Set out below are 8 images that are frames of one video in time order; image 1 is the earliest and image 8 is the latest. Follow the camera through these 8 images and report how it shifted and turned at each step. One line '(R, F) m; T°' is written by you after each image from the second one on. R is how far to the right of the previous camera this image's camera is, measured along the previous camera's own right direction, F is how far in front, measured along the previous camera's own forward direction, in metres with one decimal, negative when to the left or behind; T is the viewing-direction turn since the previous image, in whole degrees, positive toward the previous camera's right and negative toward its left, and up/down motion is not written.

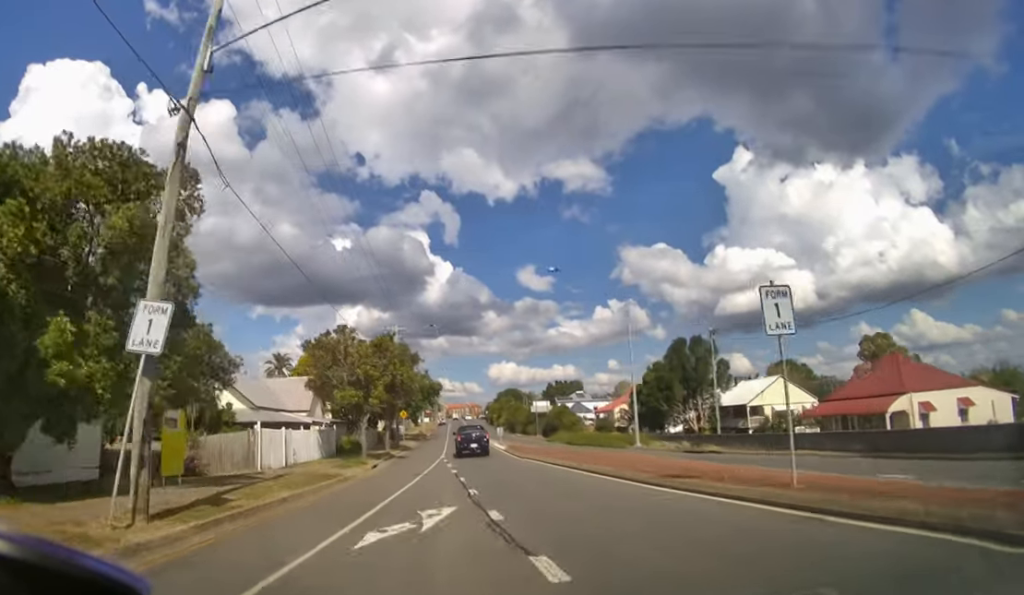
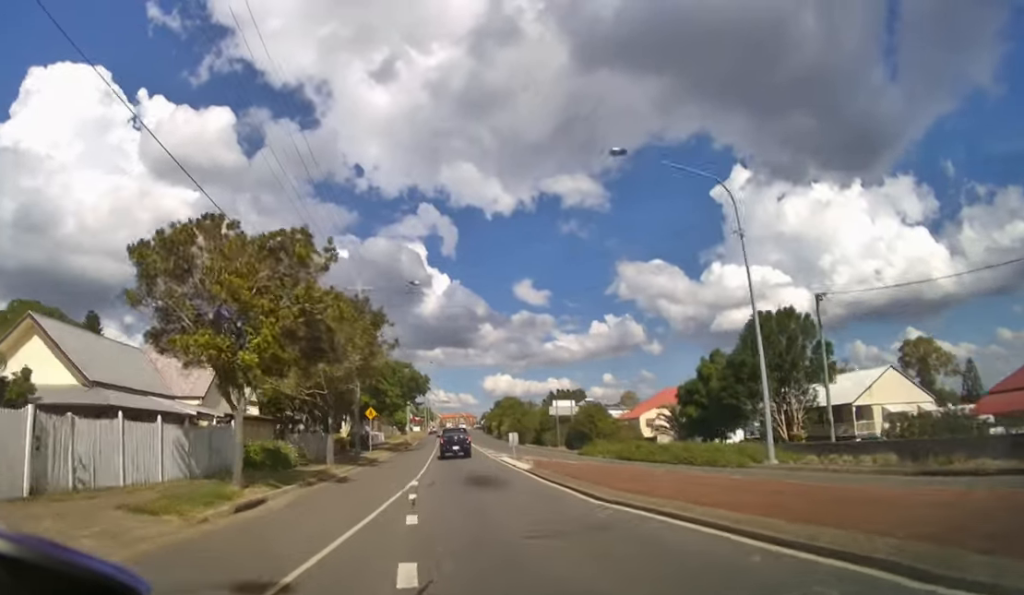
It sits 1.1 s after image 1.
(+0.1, +16.2) m; 0°
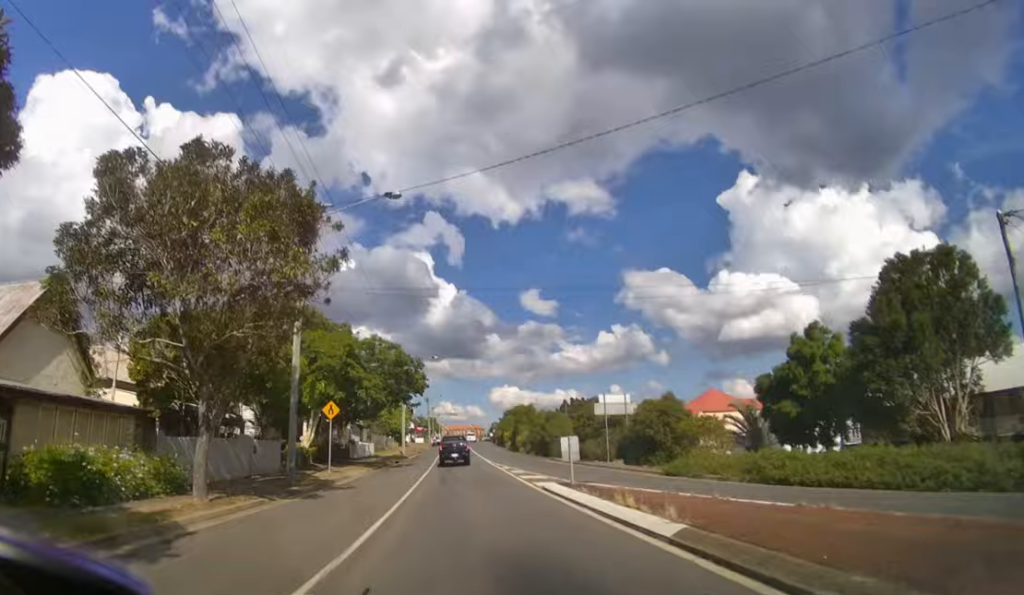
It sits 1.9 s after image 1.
(0.0, +13.0) m; 0°
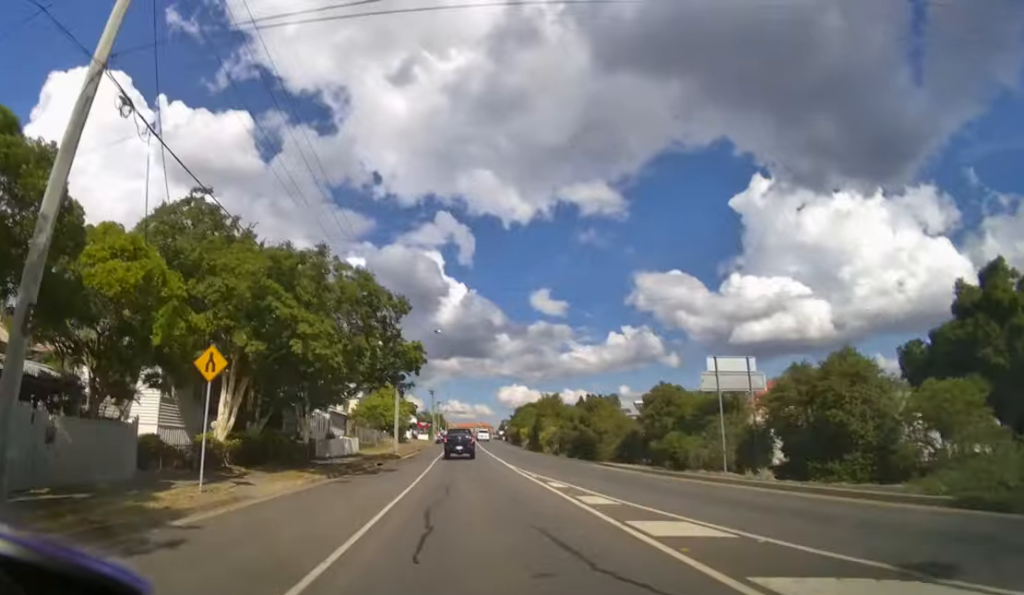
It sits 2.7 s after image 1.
(-0.1, +12.1) m; -1°
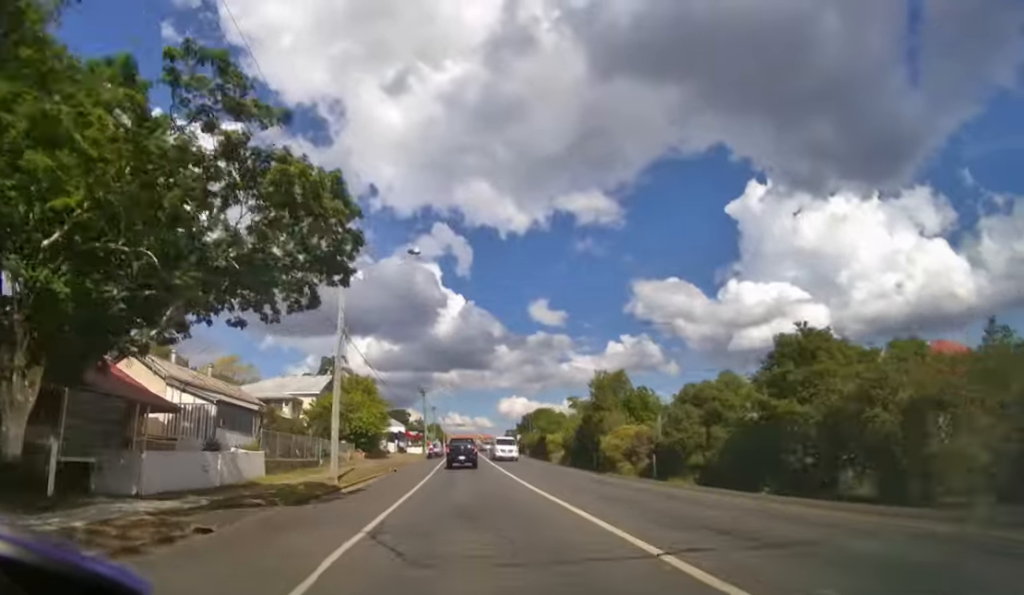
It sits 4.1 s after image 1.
(-0.1, +20.7) m; 0°
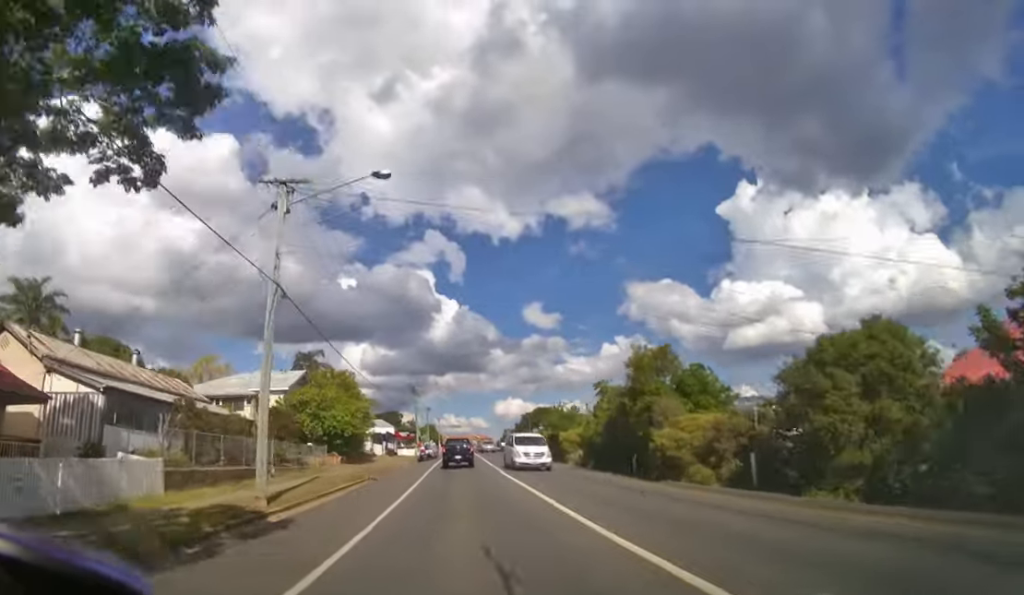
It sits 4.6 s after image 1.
(0.0, +7.2) m; 0°
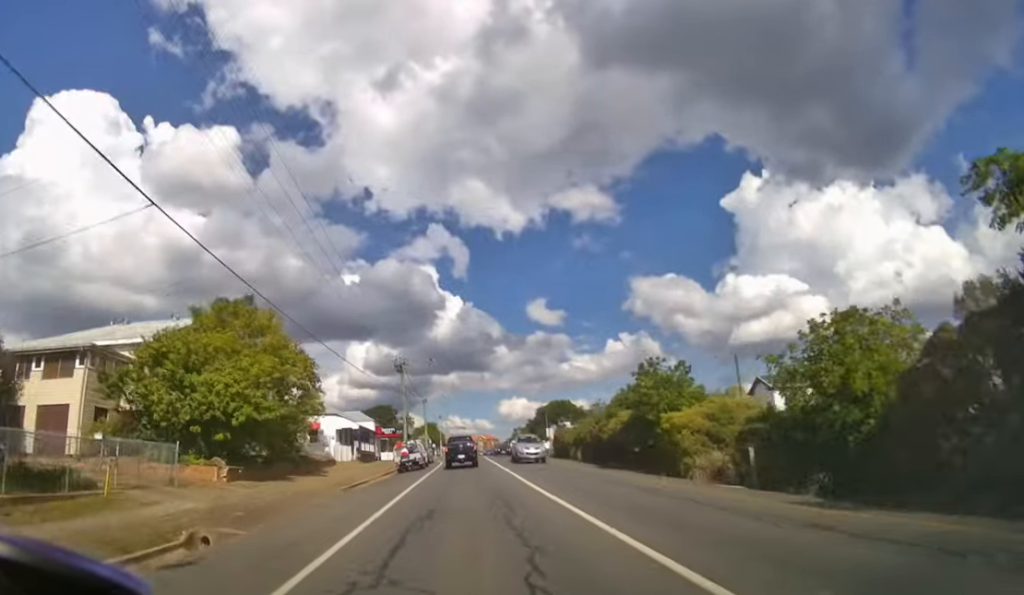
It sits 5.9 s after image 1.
(0.0, +17.8) m; 0°
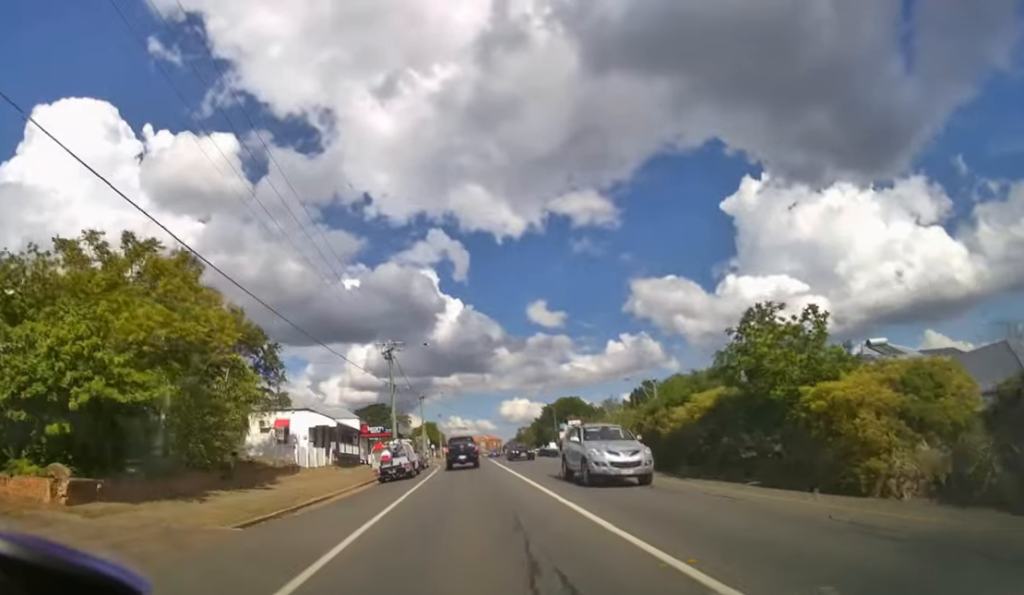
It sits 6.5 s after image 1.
(0.0, +7.0) m; 0°
